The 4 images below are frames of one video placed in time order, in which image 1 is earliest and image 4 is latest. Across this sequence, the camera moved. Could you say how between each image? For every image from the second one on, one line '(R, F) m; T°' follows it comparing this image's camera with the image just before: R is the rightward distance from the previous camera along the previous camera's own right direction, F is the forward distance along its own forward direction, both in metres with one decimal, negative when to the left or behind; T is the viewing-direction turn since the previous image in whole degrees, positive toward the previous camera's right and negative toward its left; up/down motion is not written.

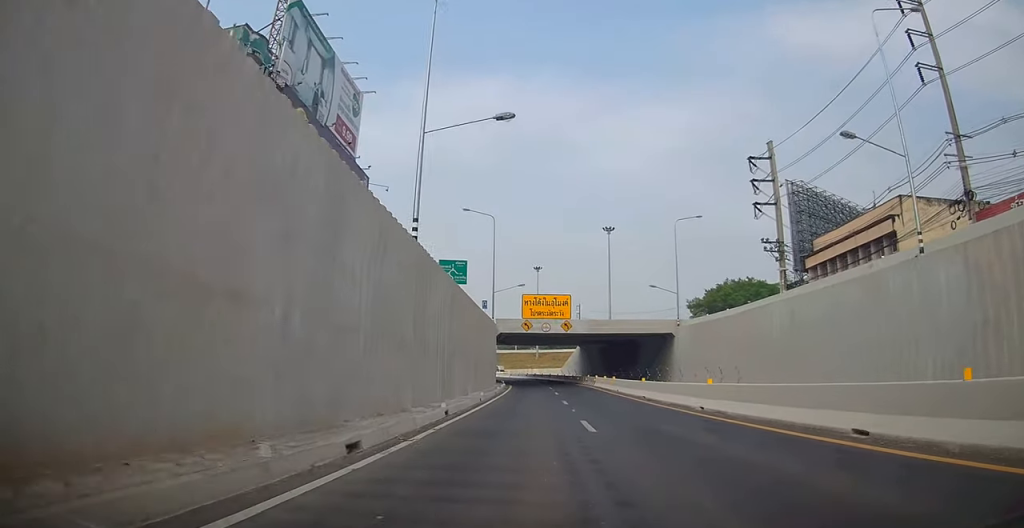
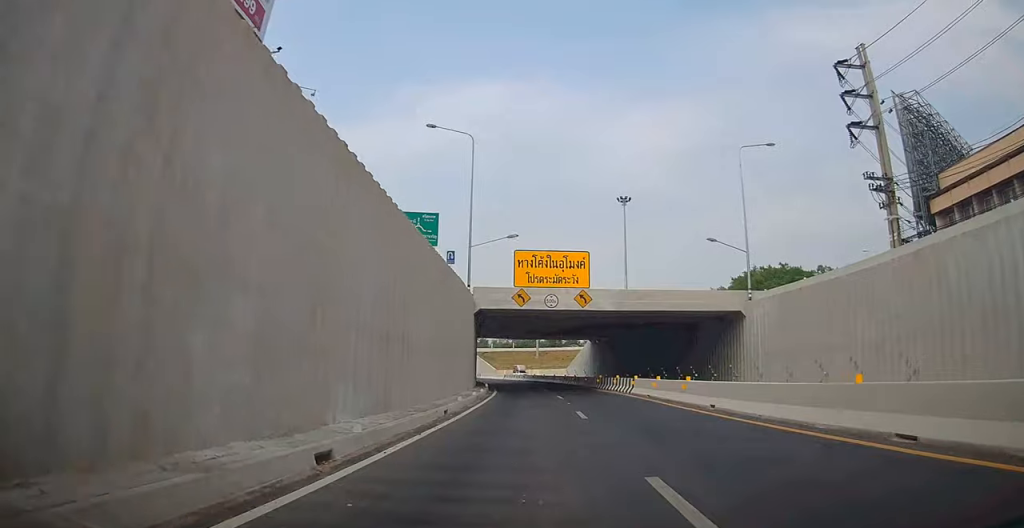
(-0.1, +19.7) m; +1°
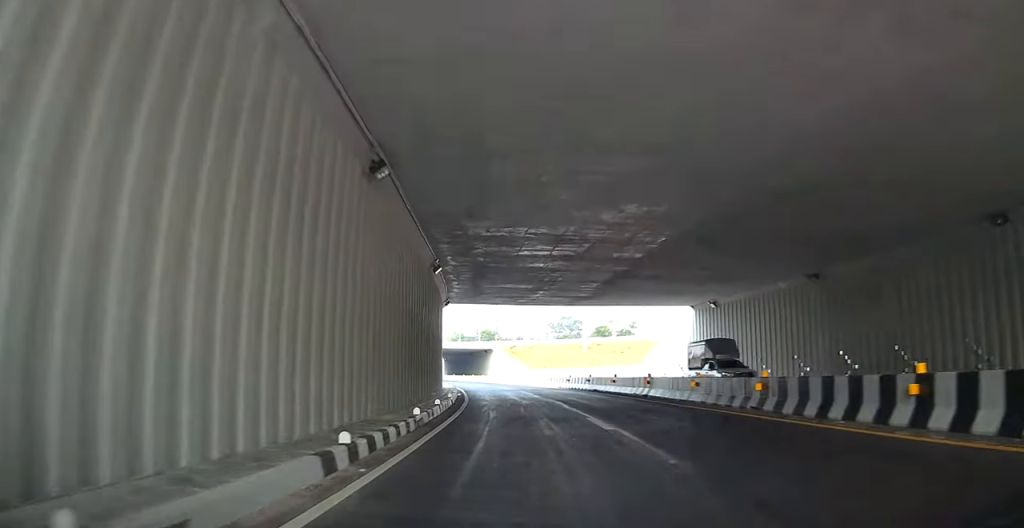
(+0.6, +38.4) m; 0°
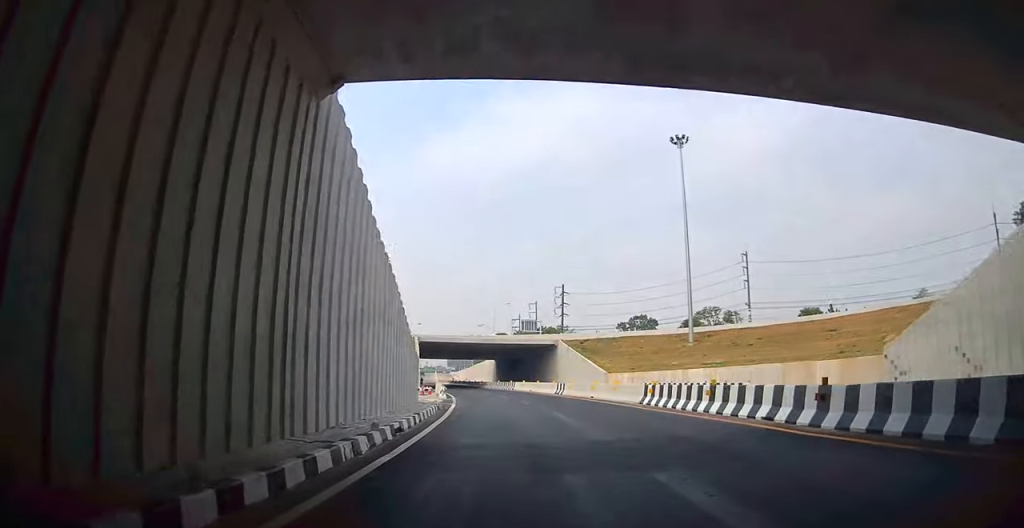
(-0.3, +30.4) m; -6°
